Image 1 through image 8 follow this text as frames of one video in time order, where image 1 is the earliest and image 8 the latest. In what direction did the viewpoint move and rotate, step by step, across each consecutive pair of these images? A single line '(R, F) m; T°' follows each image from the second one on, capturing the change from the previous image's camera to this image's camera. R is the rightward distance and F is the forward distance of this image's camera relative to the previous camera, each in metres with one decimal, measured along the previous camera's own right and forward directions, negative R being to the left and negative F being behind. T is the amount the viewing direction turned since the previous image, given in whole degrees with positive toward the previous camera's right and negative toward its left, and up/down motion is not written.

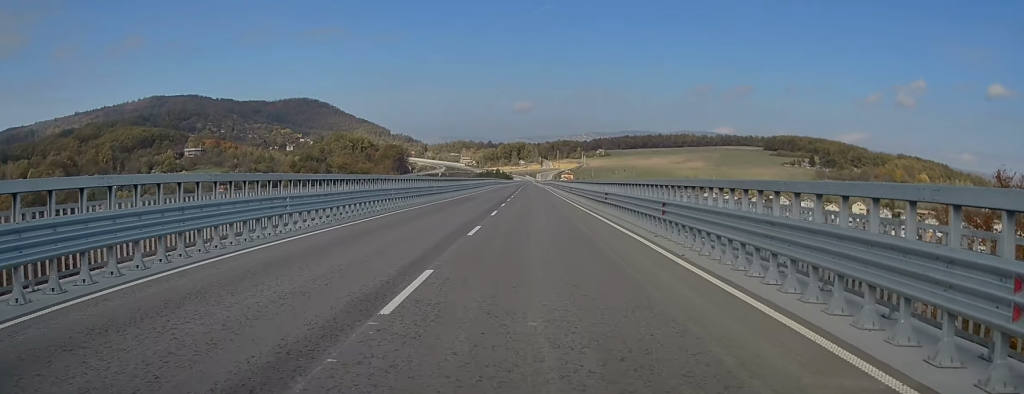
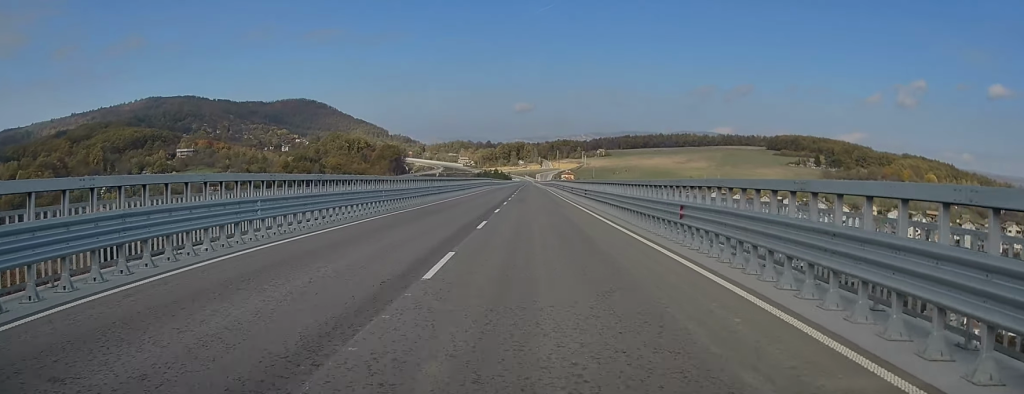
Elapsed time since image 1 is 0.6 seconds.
(+0.1, +15.8) m; 0°
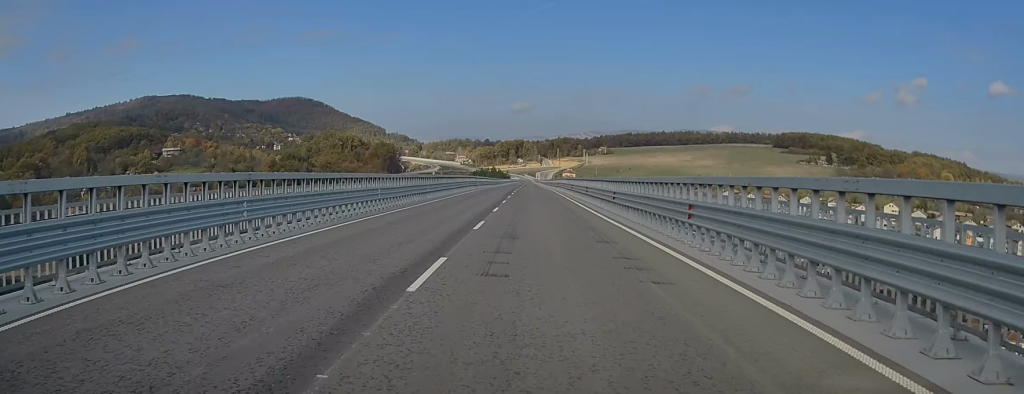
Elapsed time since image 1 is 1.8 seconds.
(-0.1, +28.5) m; 0°
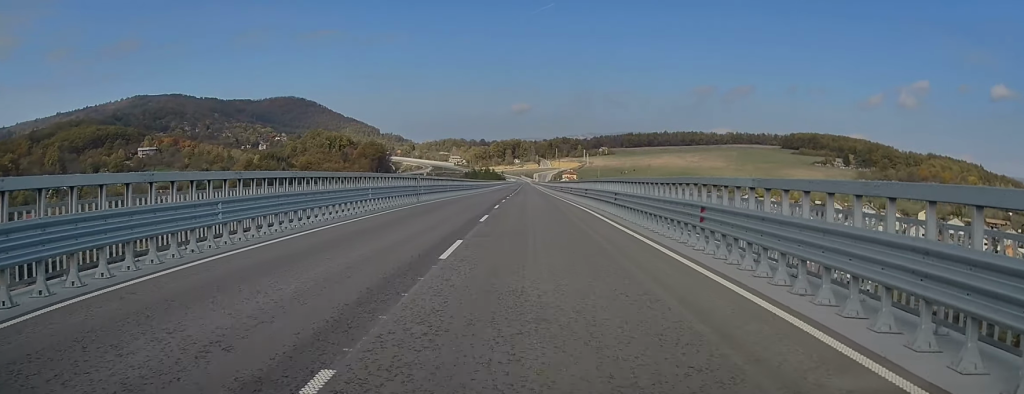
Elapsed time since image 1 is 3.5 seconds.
(-0.2, +42.2) m; -1°
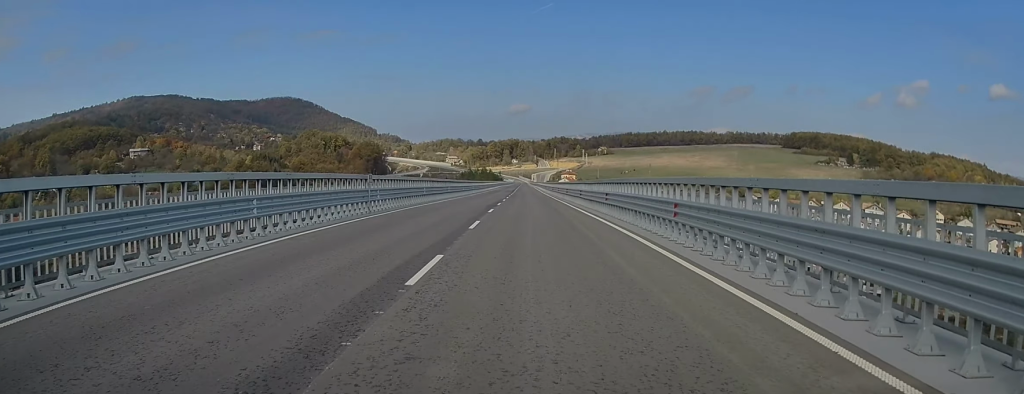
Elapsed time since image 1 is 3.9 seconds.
(-0.1, +11.1) m; 0°
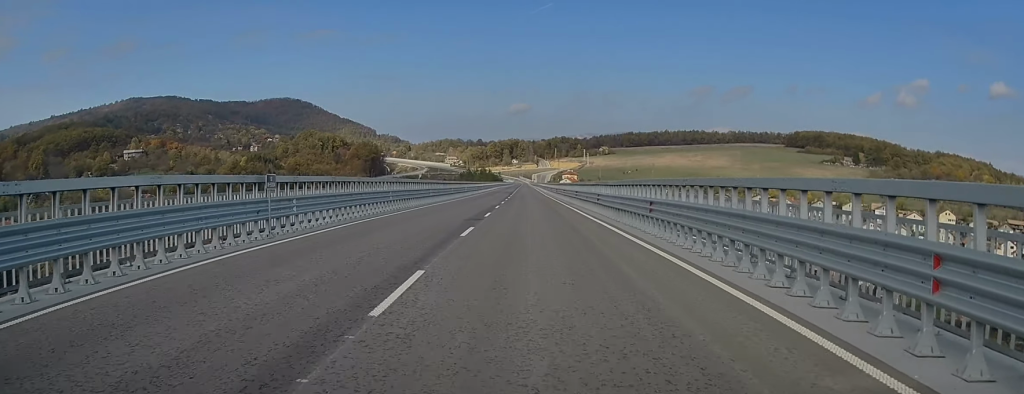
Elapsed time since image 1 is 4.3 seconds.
(+0.1, +10.5) m; 0°
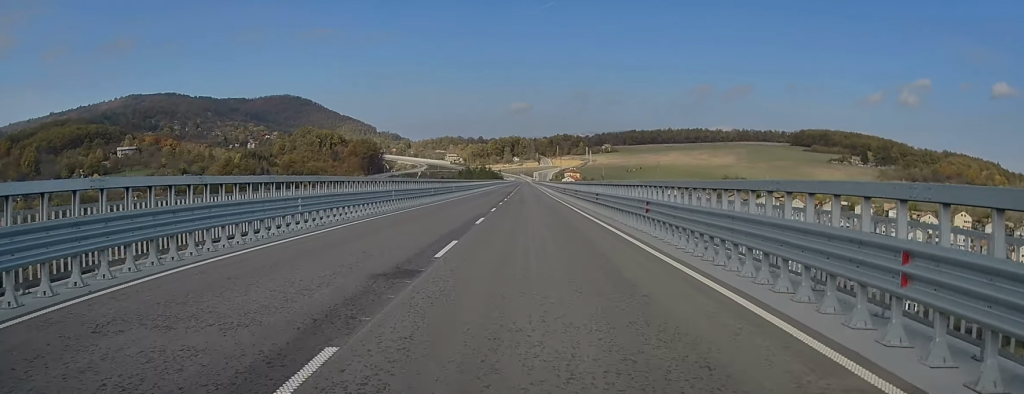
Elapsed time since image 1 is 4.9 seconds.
(+0.1, +13.6) m; 0°
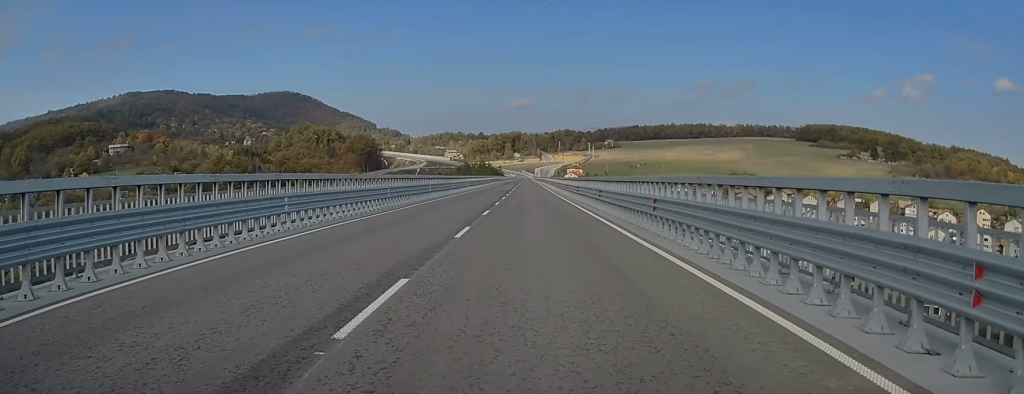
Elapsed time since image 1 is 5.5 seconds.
(0.0, +14.6) m; 0°
